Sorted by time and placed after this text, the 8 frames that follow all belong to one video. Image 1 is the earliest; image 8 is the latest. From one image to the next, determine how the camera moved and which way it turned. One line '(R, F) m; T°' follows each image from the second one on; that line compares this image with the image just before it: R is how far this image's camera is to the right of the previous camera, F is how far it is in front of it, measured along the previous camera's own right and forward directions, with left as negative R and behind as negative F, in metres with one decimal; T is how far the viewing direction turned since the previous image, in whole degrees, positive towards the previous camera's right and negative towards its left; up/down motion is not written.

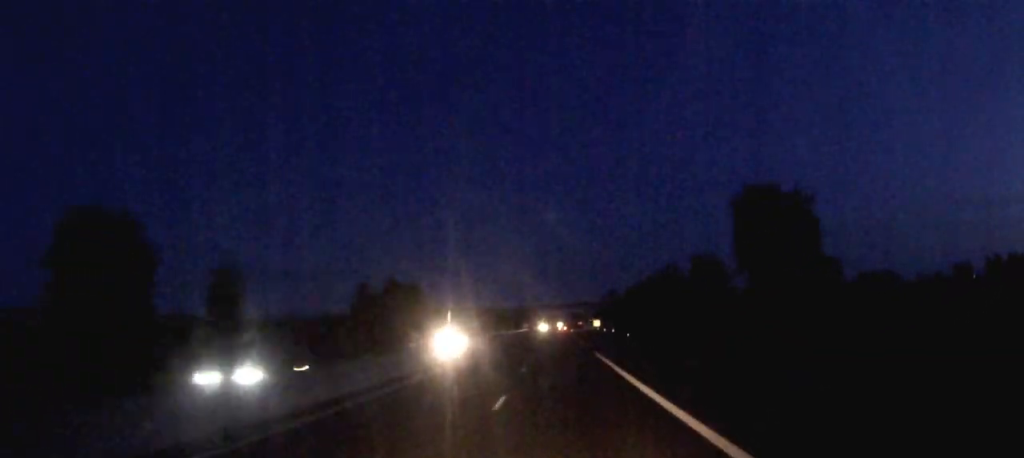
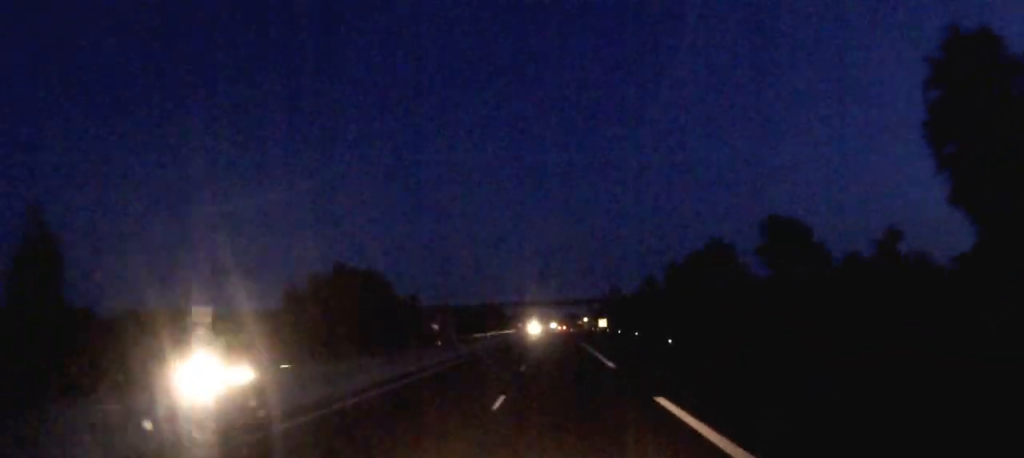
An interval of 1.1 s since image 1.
(0.0, +26.8) m; 0°
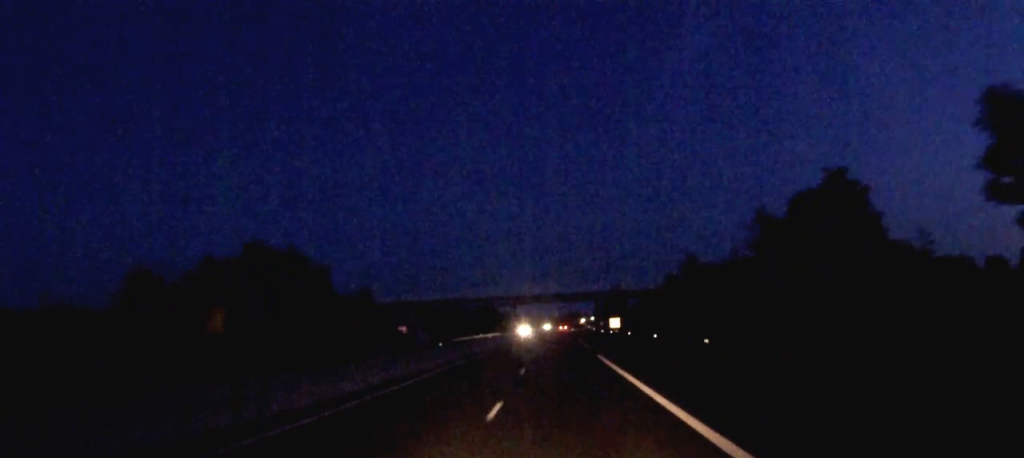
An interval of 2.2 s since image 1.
(+0.1, +27.7) m; 0°
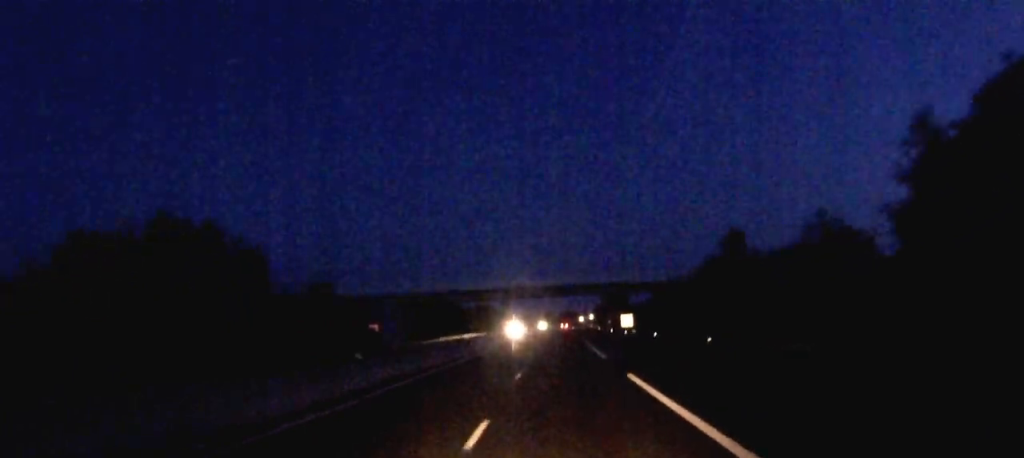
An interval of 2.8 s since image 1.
(0.0, +17.0) m; 0°
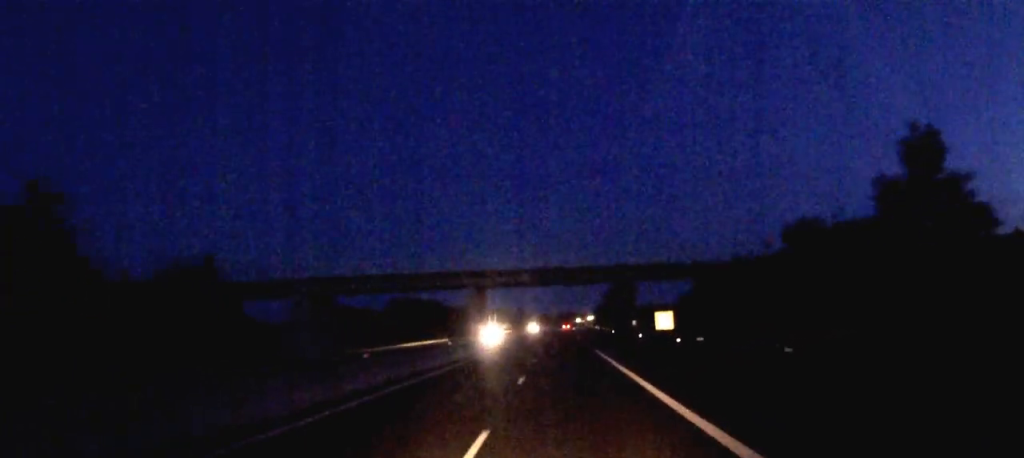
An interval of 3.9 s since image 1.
(0.0, +27.4) m; 0°
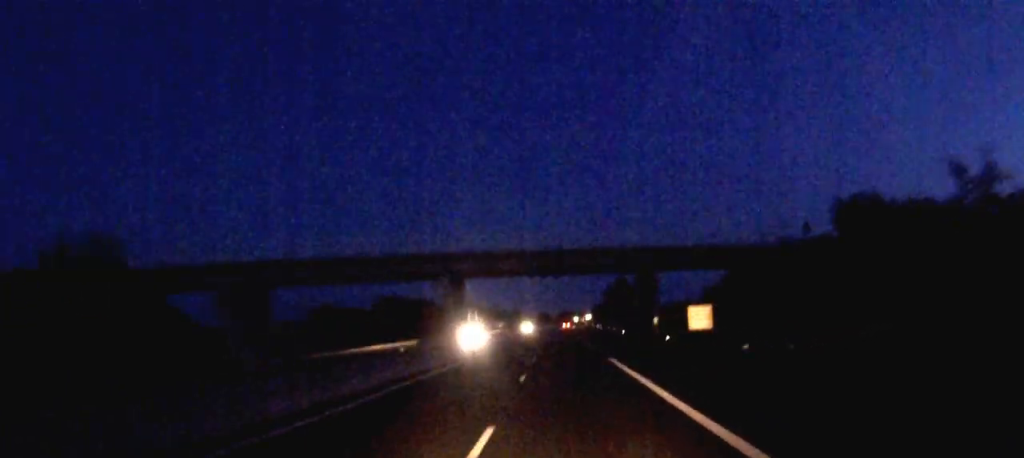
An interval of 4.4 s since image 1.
(0.0, +13.0) m; 0°
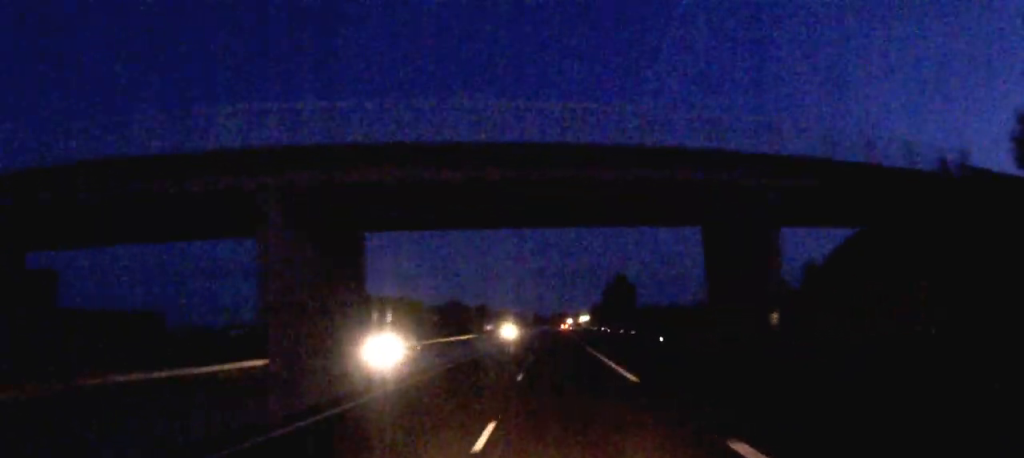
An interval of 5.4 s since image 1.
(+0.2, +25.2) m; +1°
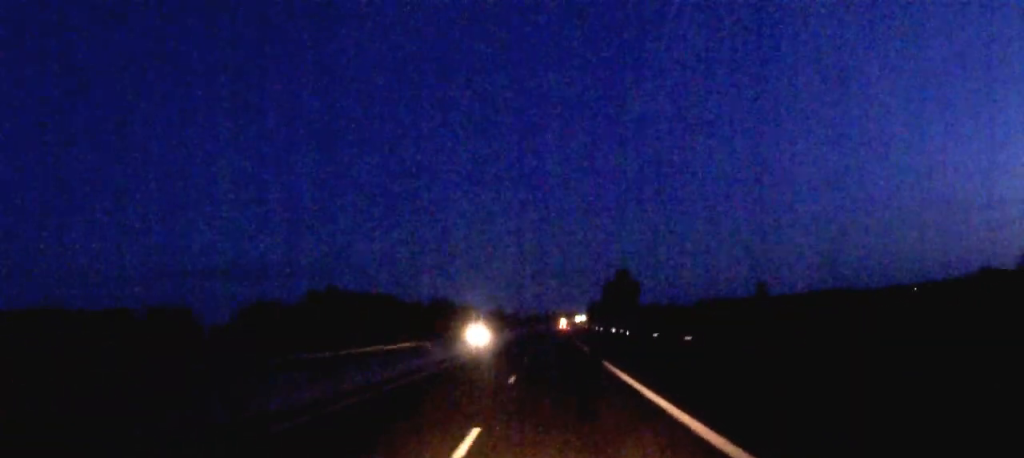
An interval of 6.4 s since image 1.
(+0.1, +27.3) m; 0°
